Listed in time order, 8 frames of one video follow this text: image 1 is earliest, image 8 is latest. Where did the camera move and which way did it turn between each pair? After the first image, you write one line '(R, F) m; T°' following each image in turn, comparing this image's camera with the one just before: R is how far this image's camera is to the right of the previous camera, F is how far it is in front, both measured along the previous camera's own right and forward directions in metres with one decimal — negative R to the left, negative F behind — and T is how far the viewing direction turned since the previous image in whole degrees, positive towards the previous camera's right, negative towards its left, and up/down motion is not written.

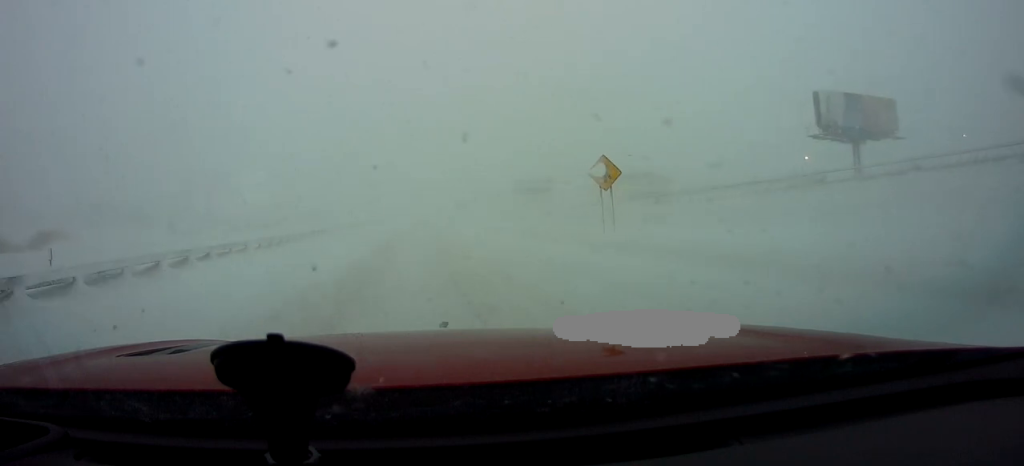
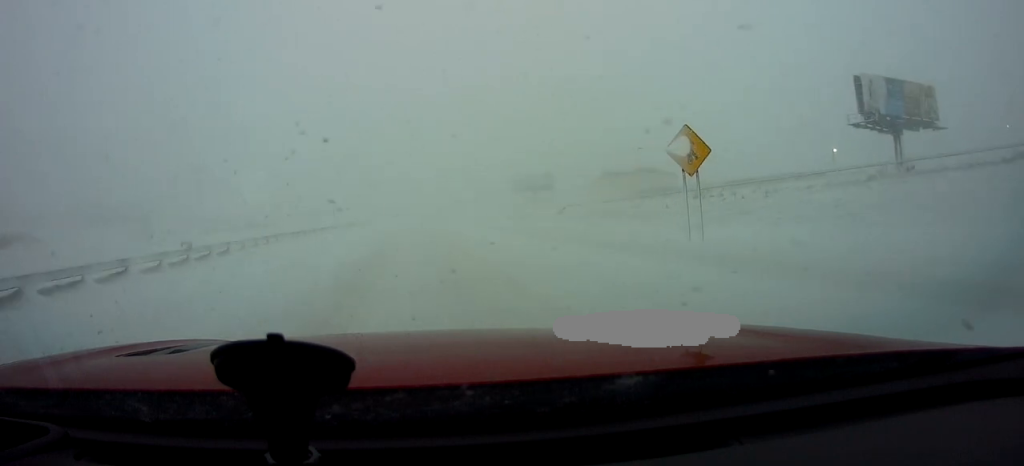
(-0.4, +9.0) m; -2°
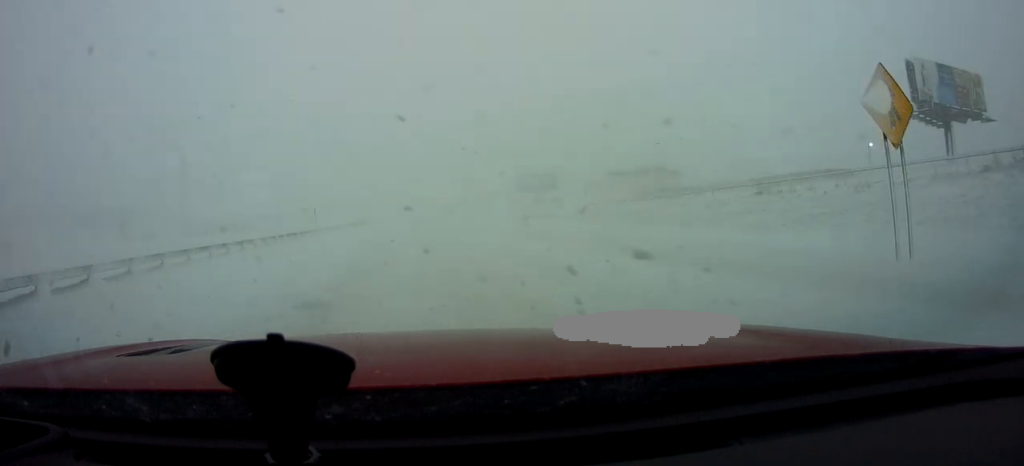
(-0.2, +9.1) m; -1°
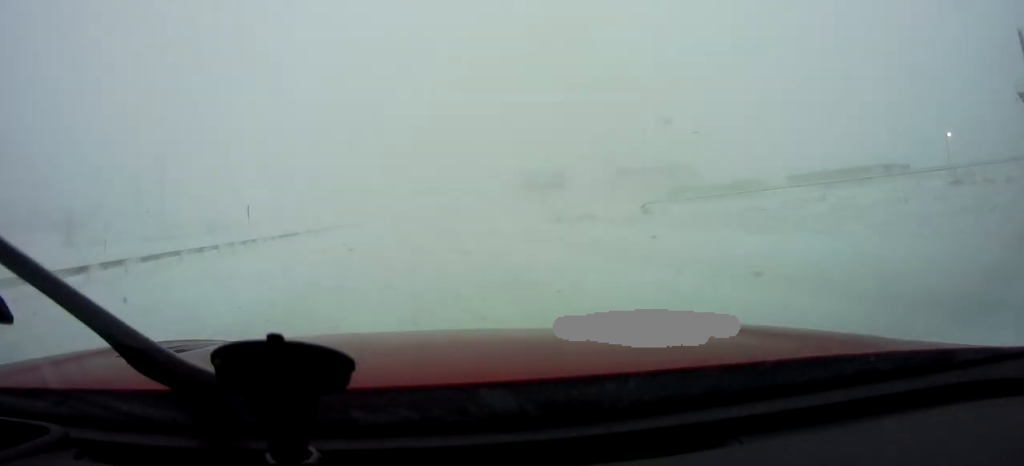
(+0.2, +16.0) m; +3°
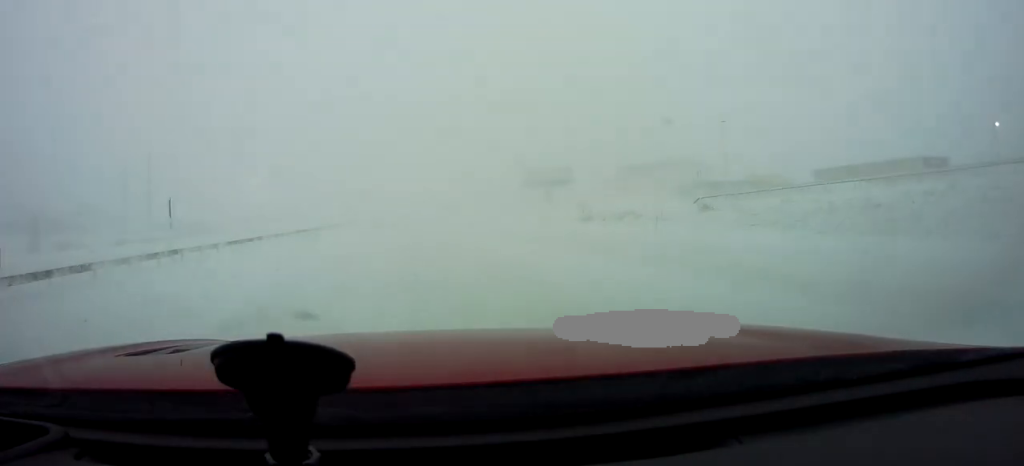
(+0.5, +8.6) m; 0°
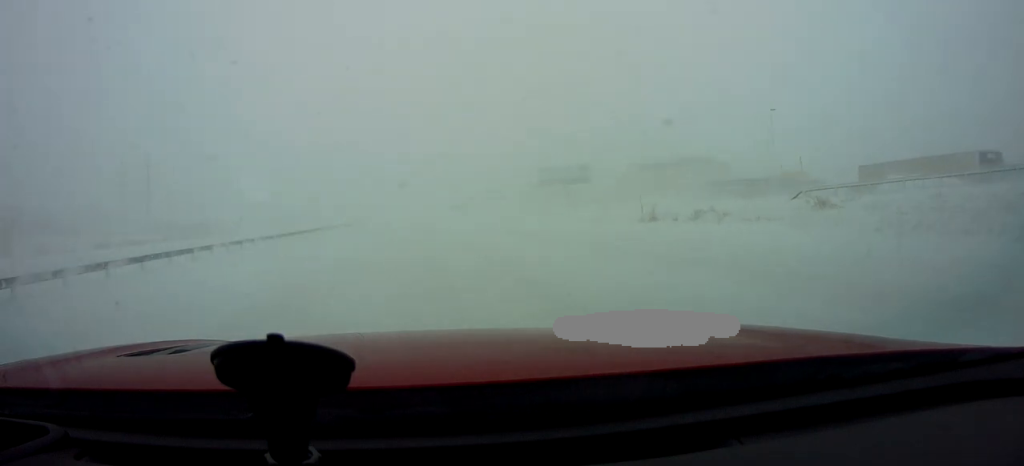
(-0.5, +9.4) m; -3°
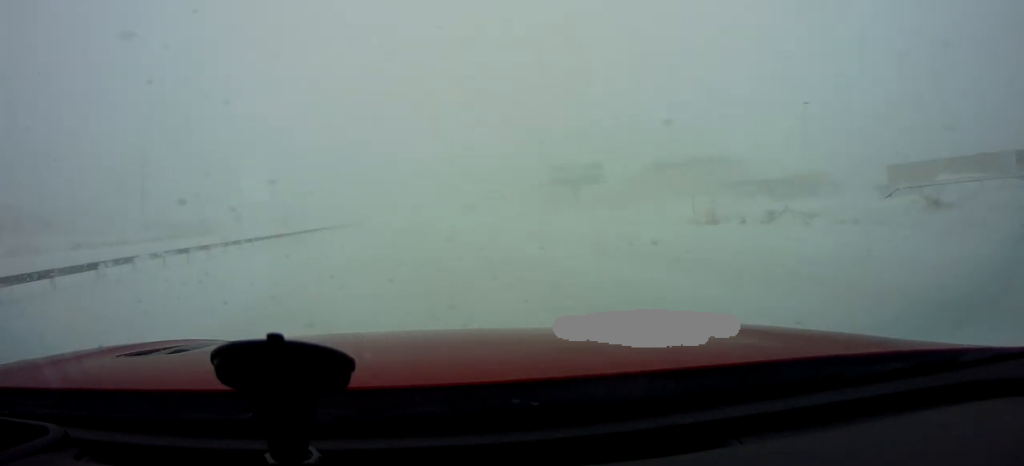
(0.0, +6.4) m; 0°
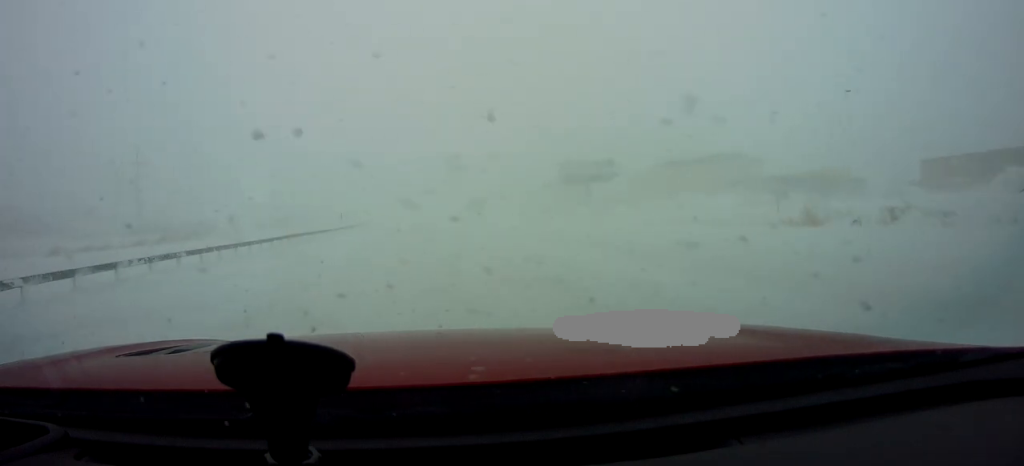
(0.0, +7.0) m; 0°
